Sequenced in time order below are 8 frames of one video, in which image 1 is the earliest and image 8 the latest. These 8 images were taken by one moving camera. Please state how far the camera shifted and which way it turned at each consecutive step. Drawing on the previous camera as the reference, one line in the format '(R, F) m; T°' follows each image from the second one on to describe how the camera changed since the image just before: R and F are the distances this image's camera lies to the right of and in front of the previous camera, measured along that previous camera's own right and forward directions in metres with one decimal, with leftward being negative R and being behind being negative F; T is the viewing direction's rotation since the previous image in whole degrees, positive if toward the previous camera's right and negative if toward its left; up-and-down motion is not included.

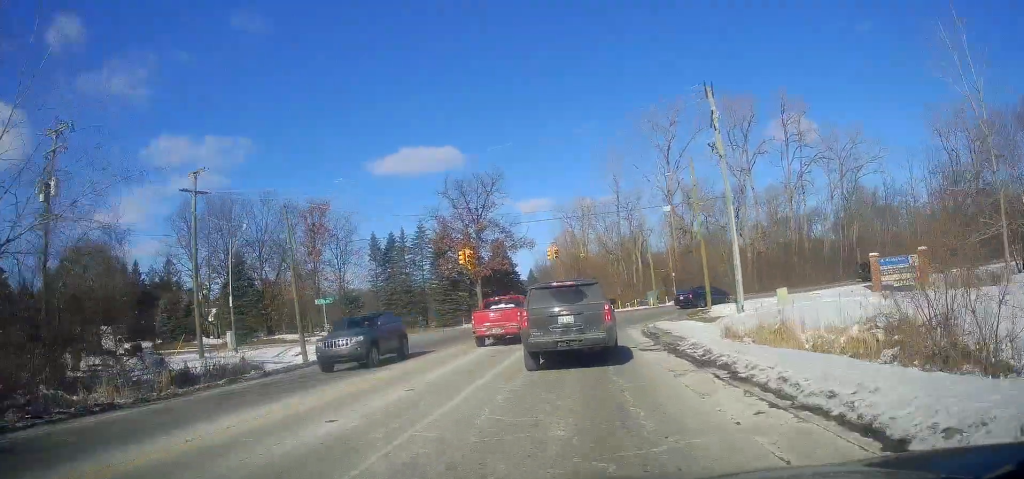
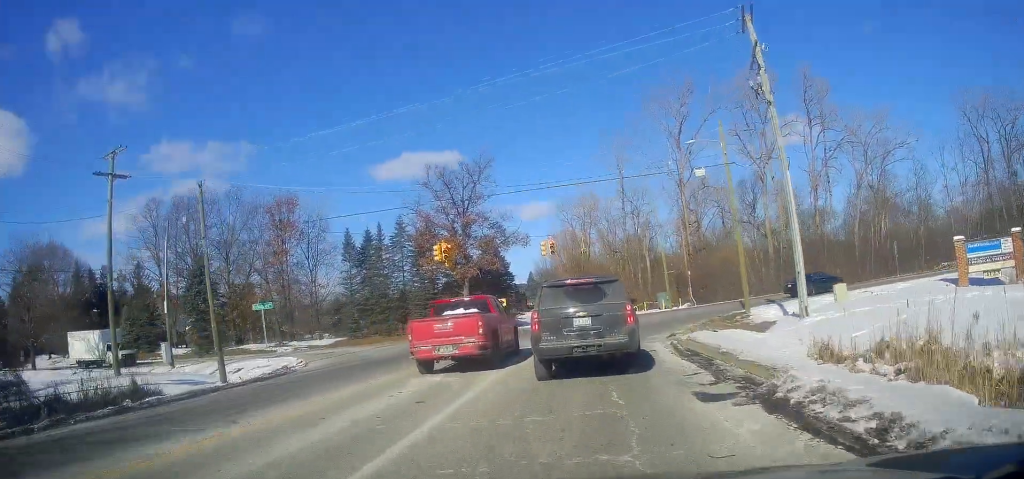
(0.0, +7.8) m; 0°
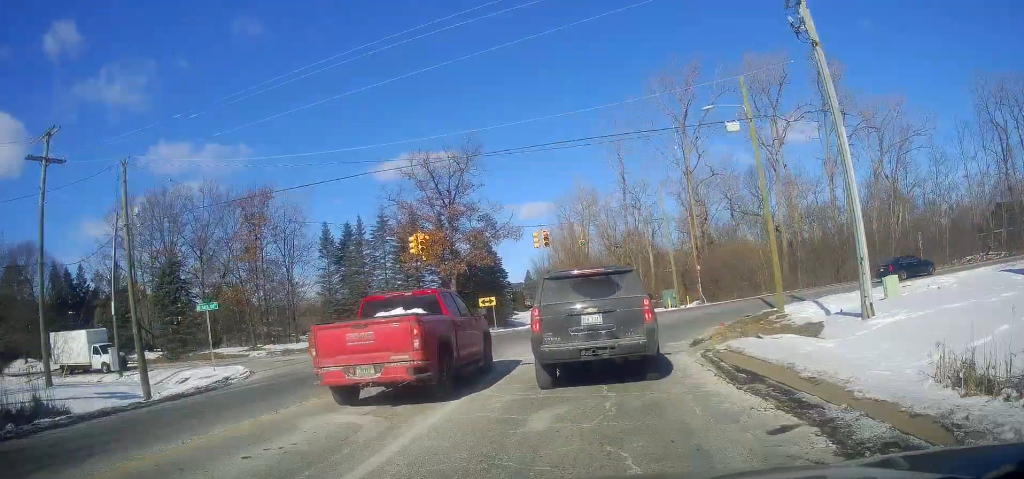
(0.0, +4.7) m; 0°
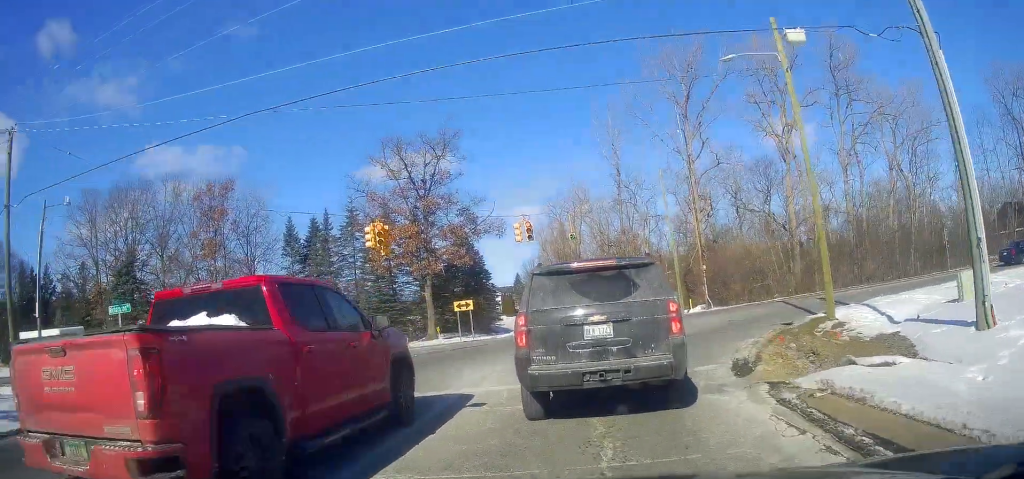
(0.0, +5.8) m; 0°
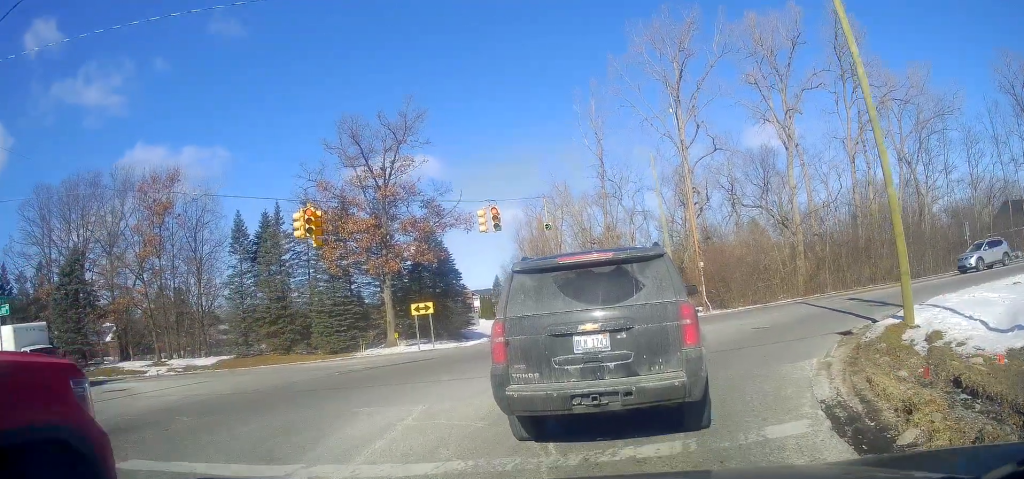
(0.0, +8.1) m; +4°
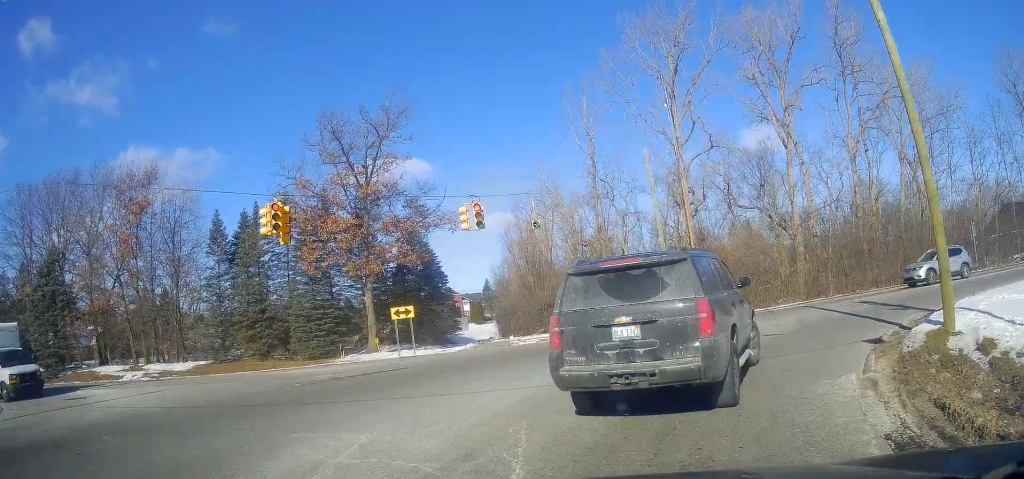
(+0.2, +2.9) m; +9°
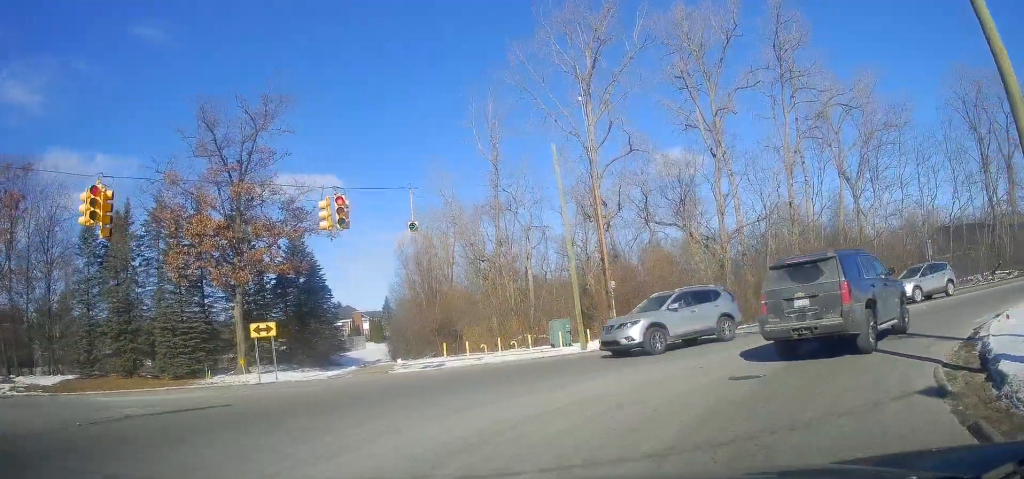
(+0.9, +5.2) m; +24°
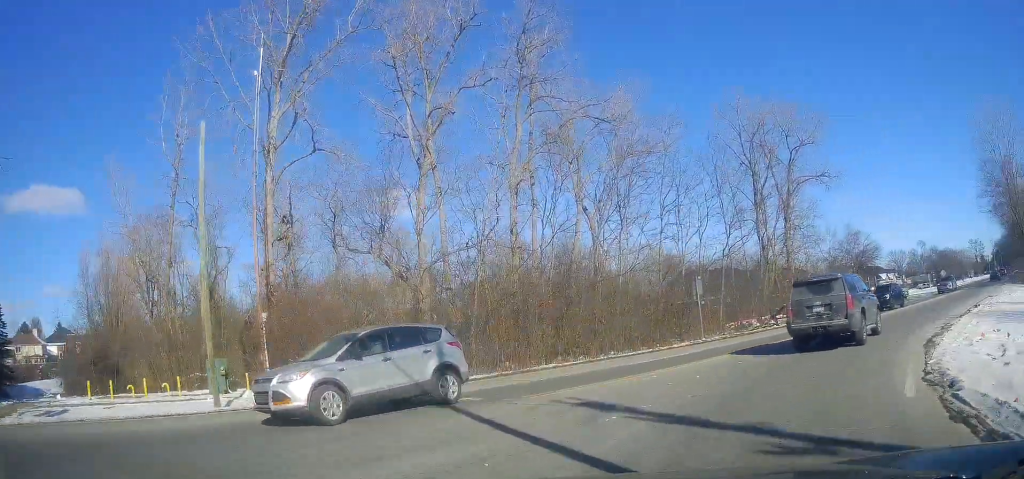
(+1.5, +6.5) m; +21°
